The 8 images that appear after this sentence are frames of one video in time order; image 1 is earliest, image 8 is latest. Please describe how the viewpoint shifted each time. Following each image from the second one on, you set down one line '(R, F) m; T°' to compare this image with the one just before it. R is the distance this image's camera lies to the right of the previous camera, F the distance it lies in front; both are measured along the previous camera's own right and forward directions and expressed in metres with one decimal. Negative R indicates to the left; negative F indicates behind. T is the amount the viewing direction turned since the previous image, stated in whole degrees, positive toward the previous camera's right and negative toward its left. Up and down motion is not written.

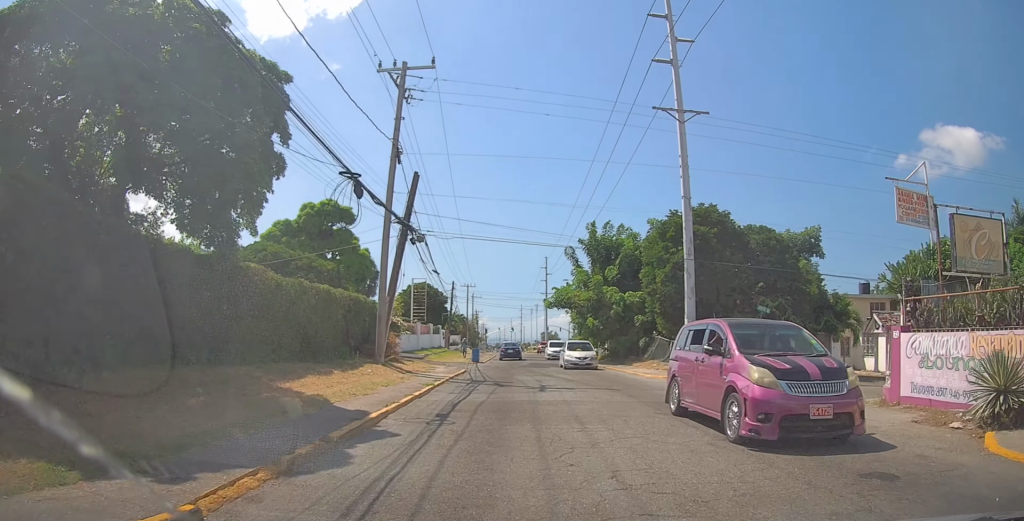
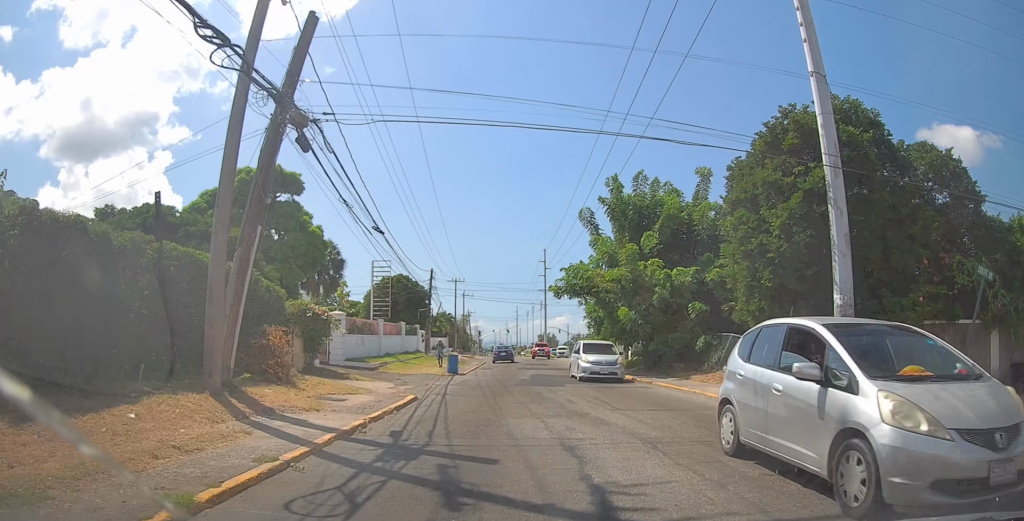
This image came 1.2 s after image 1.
(-0.1, +11.6) m; +2°
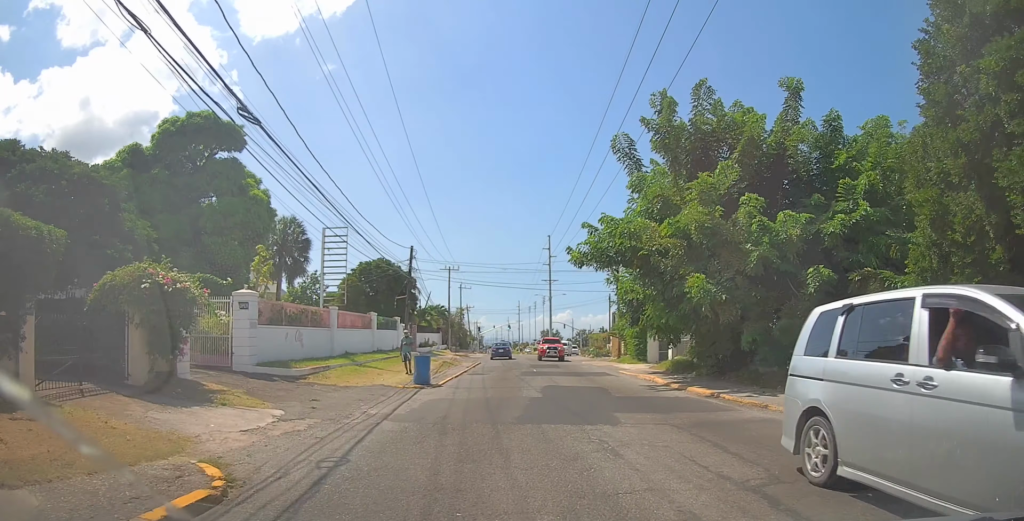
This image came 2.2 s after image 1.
(+0.2, +9.4) m; +1°
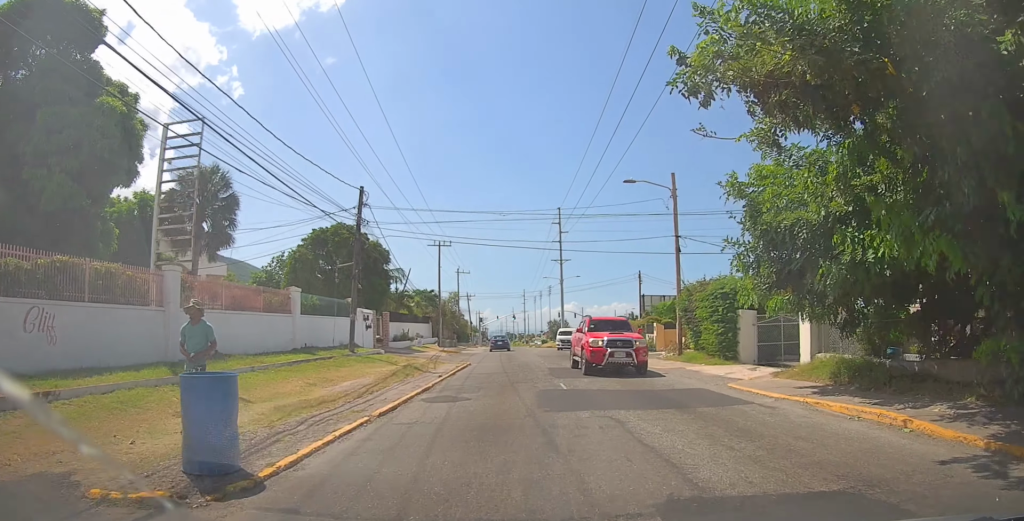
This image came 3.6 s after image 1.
(+0.2, +13.1) m; 0°
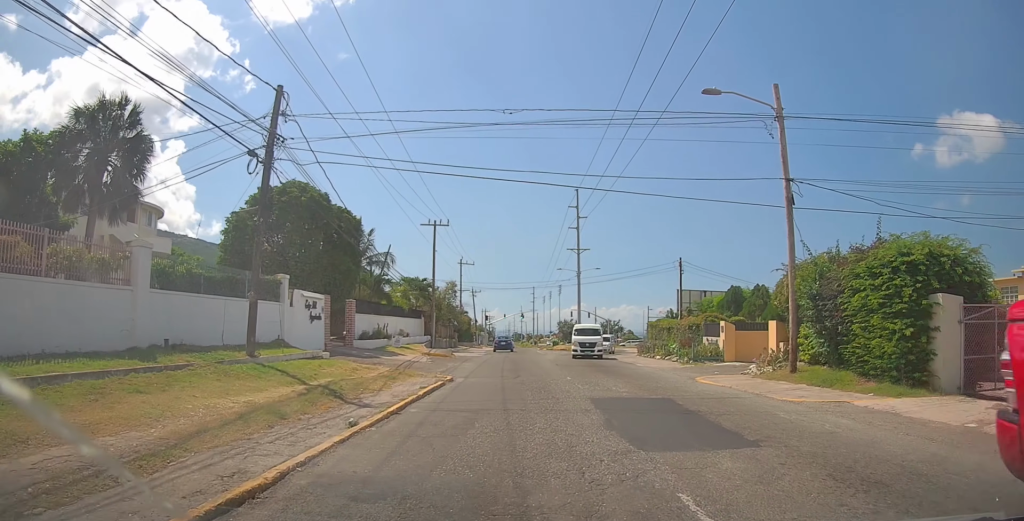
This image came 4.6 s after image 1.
(-0.3, +9.9) m; -4°
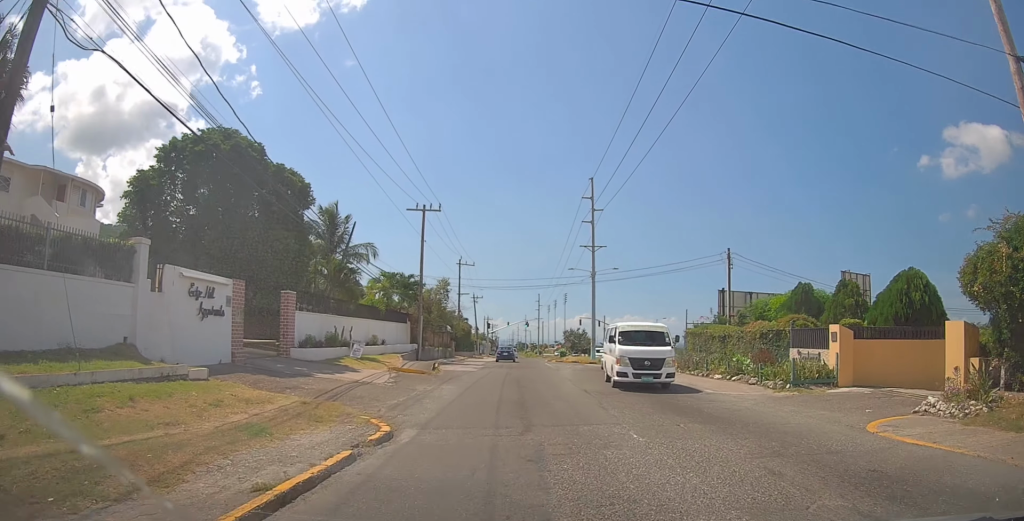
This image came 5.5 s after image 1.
(-0.3, +8.6) m; 0°
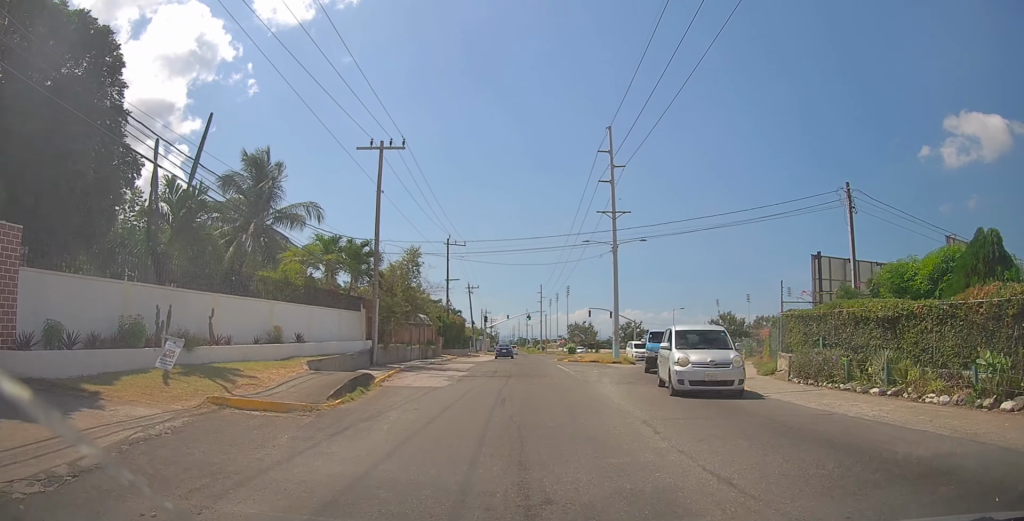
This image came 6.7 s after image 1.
(+0.3, +12.8) m; 0°
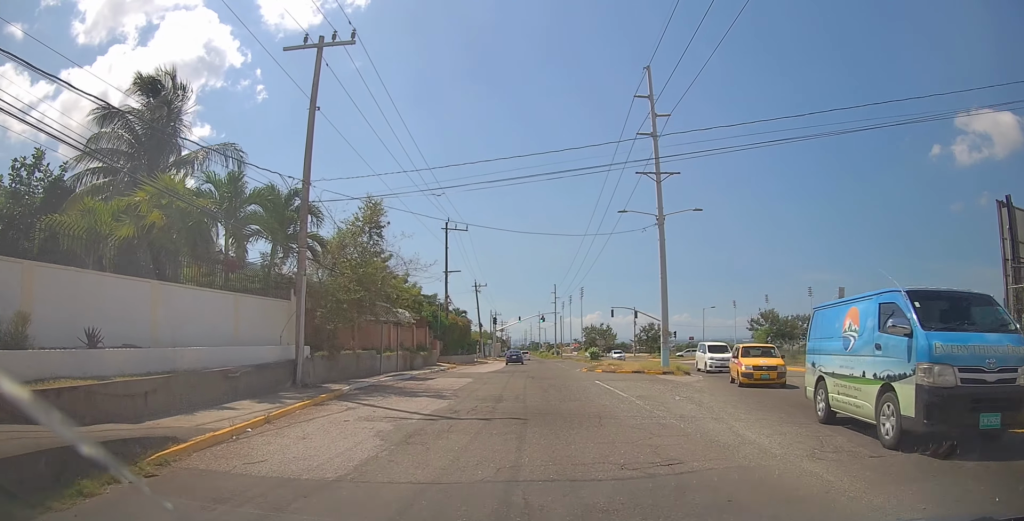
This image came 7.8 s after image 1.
(-0.3, +11.3) m; -2°
